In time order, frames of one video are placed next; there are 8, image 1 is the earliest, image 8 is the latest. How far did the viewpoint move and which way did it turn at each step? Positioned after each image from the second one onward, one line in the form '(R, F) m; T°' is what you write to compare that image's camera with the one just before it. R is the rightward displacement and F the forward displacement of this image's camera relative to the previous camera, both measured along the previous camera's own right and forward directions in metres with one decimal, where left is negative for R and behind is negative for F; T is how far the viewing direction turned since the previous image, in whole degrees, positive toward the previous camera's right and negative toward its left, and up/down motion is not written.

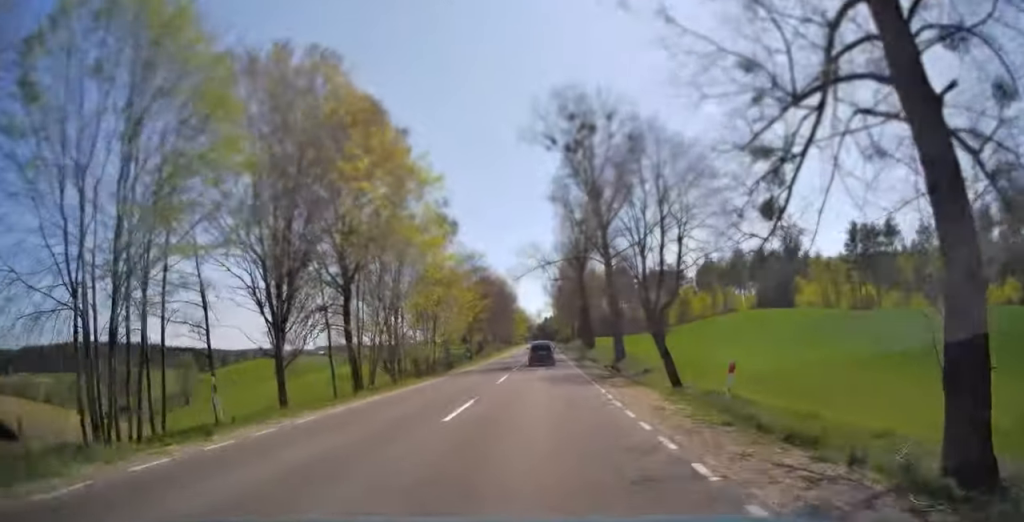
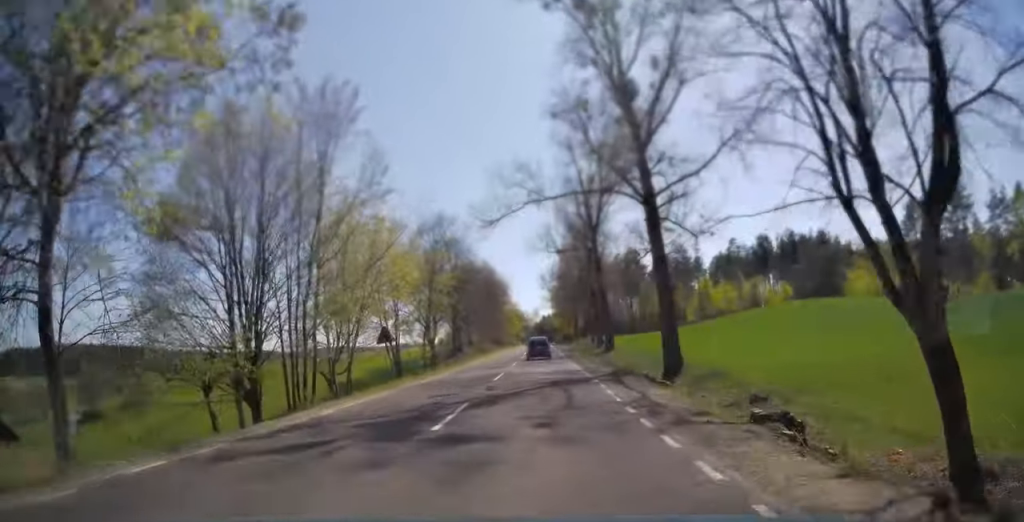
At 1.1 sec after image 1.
(+0.1, +24.2) m; 0°
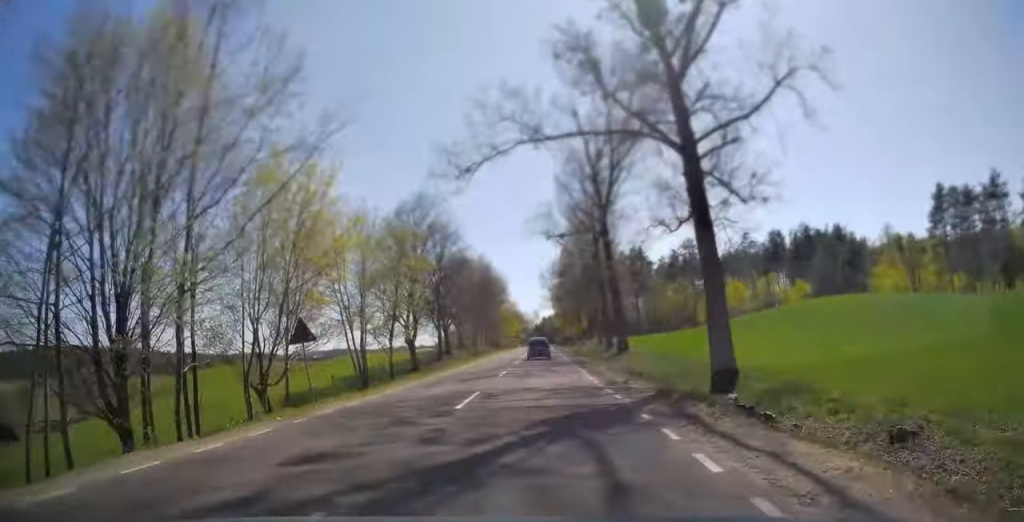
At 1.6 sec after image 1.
(-0.1, +9.4) m; 0°
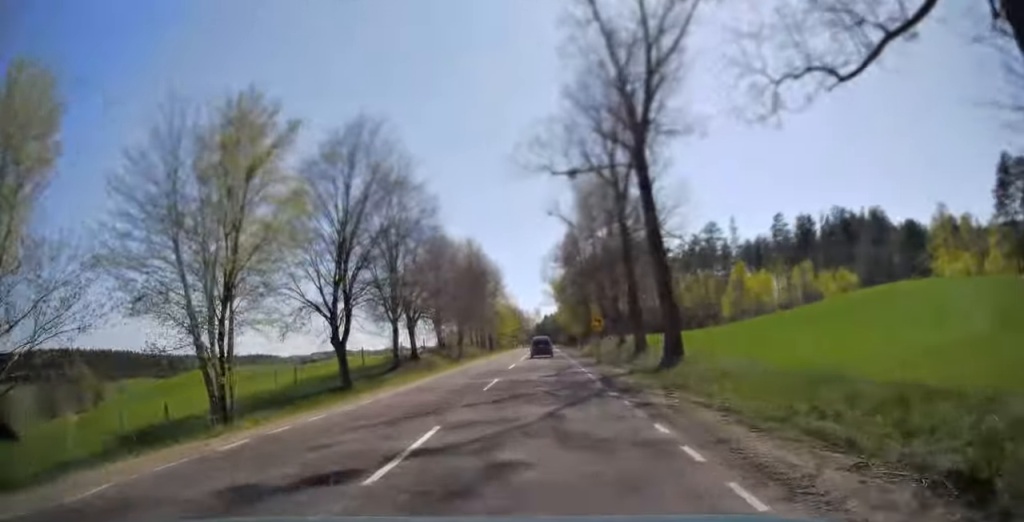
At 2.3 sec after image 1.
(0.0, +18.1) m; 0°
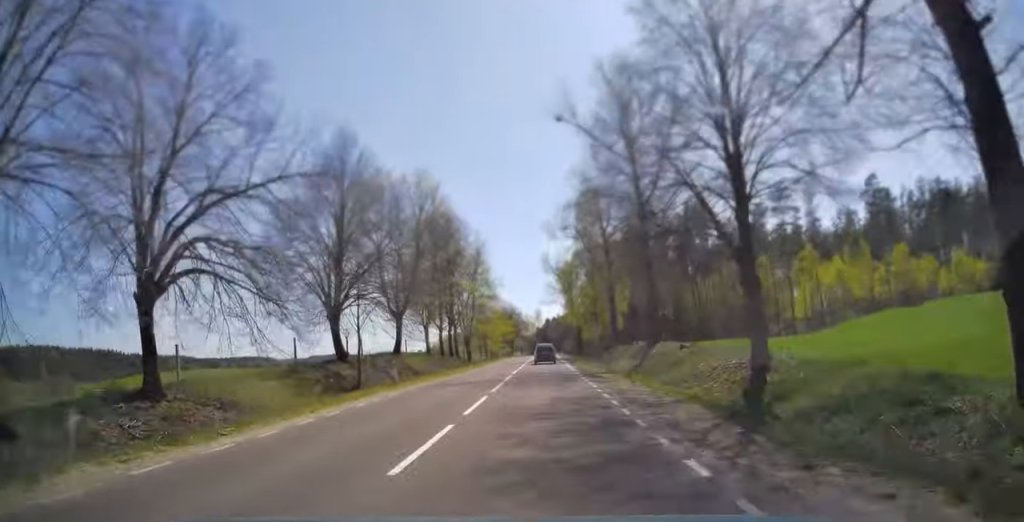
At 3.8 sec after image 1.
(0.0, +34.1) m; 0°
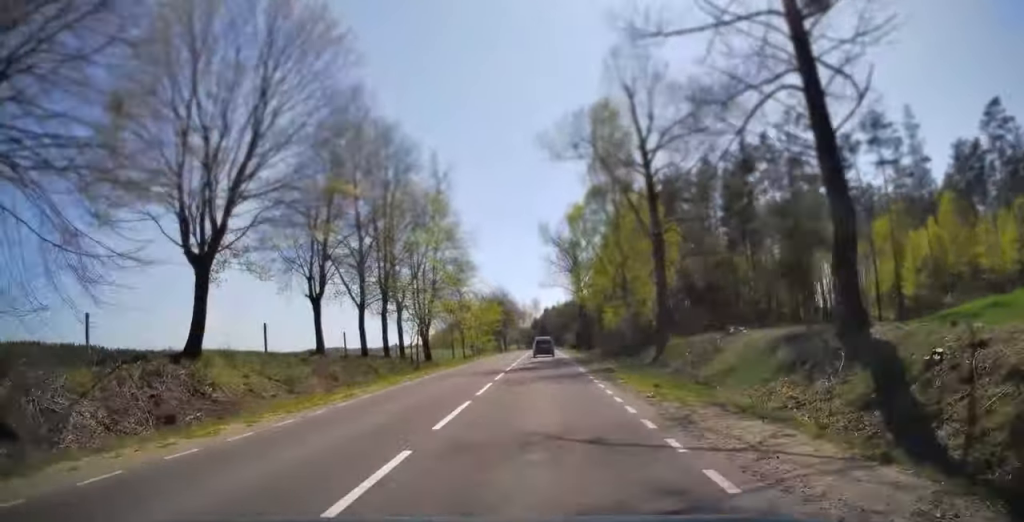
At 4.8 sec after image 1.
(+0.1, +26.9) m; 0°
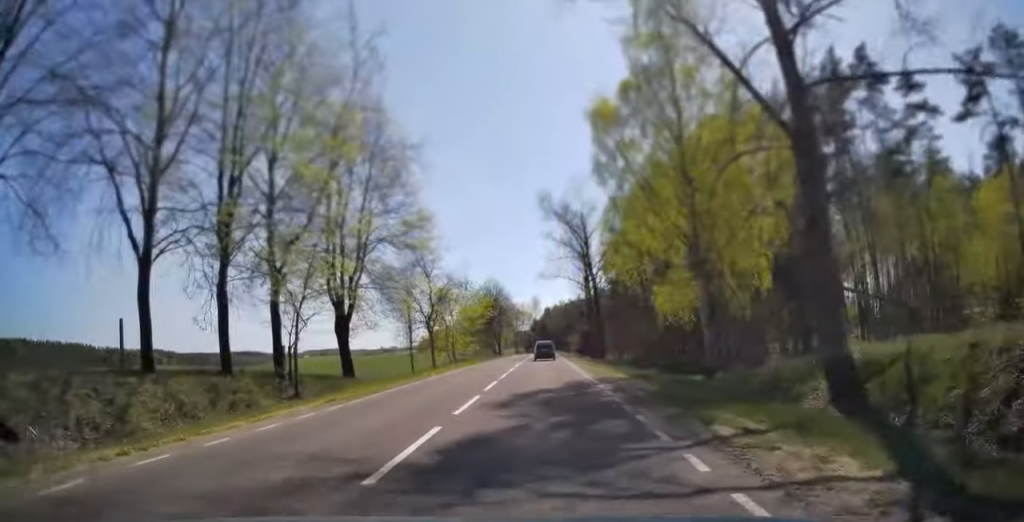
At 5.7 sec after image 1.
(-0.1, +21.2) m; 0°
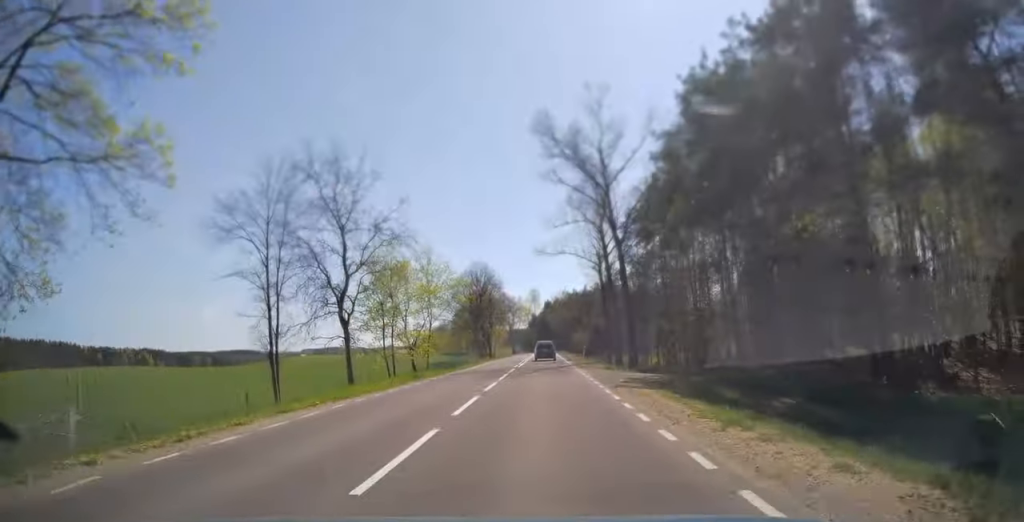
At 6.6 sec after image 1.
(+0.1, +24.1) m; 0°
